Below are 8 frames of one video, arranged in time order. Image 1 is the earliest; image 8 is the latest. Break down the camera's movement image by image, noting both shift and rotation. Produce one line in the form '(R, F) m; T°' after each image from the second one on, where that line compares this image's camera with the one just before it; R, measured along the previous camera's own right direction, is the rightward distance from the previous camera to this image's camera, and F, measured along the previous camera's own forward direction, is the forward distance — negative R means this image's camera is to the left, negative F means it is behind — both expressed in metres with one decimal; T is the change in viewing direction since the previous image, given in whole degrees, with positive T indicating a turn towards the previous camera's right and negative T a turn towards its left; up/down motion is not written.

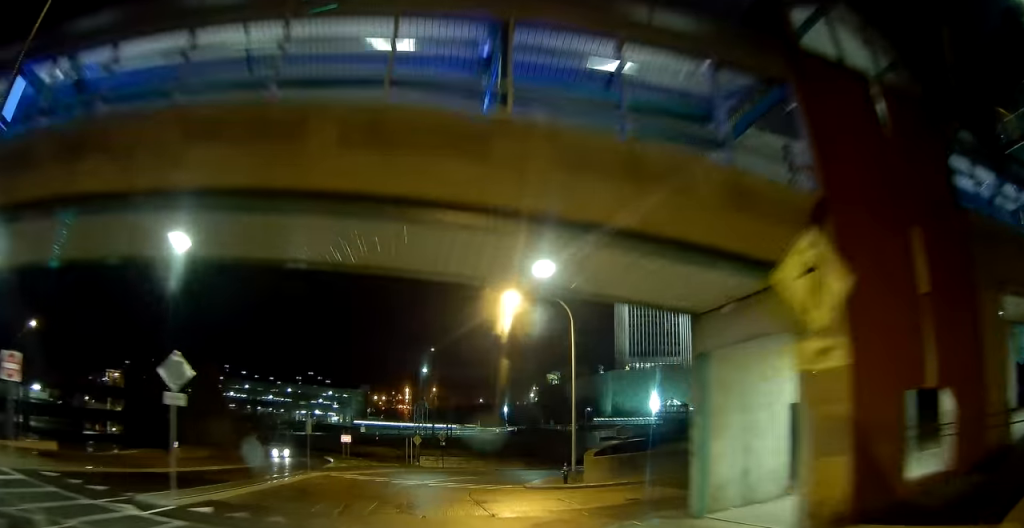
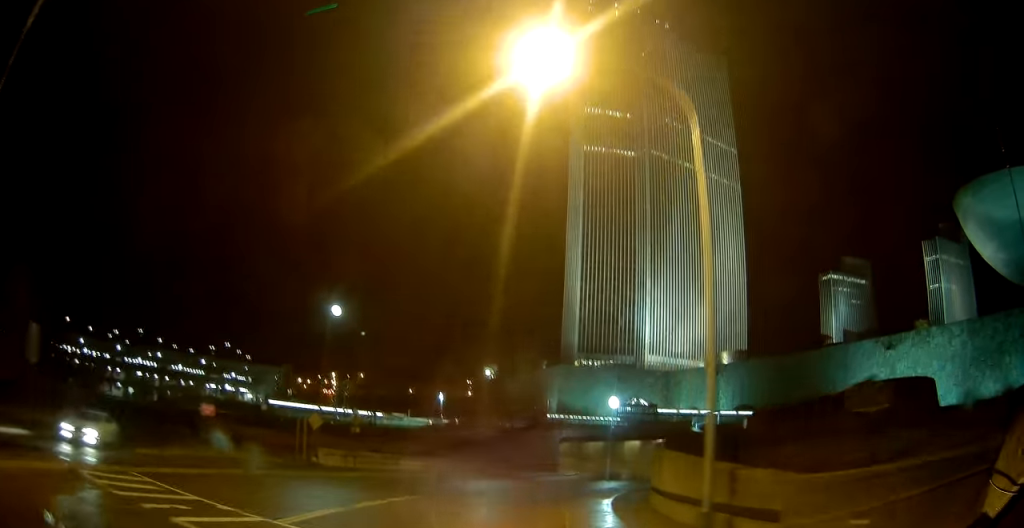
(+1.7, +21.4) m; +12°
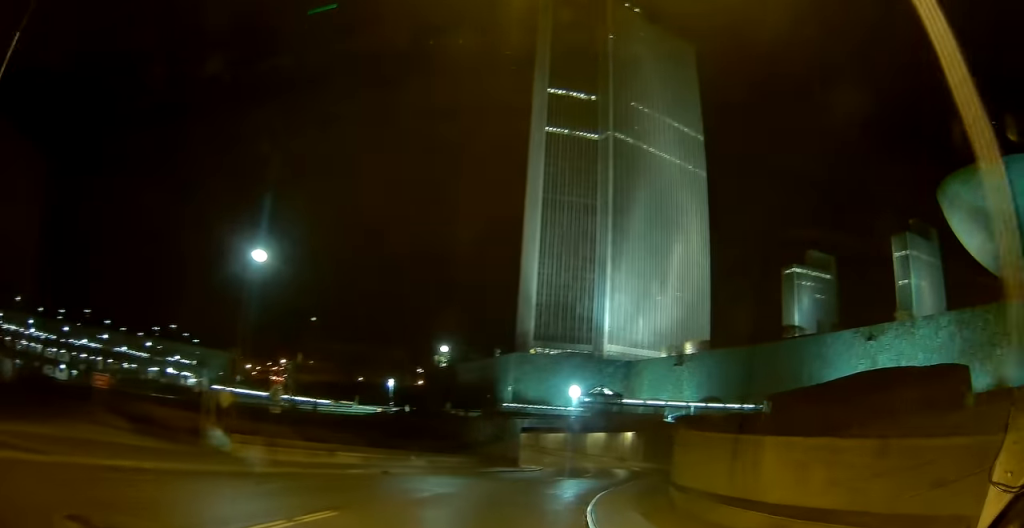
(+0.4, +8.4) m; +5°
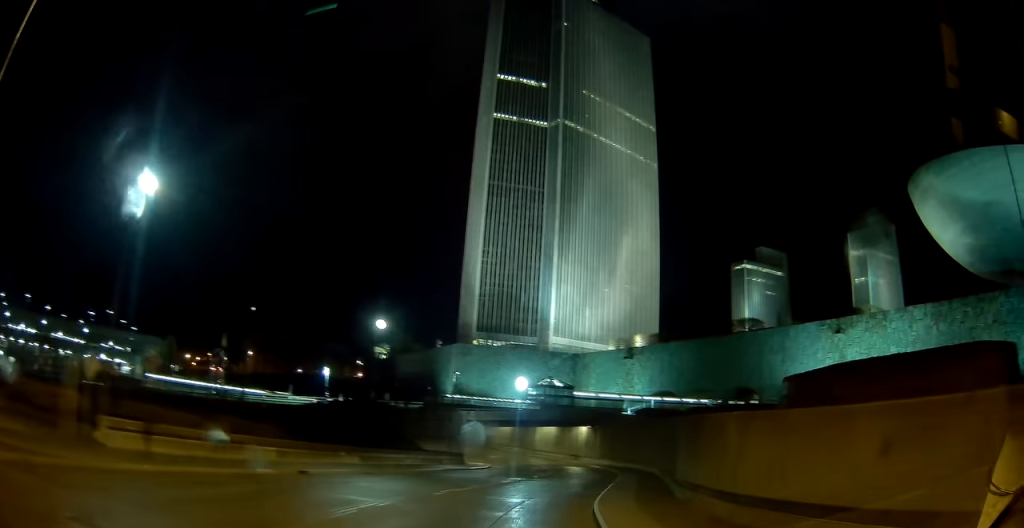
(+0.3, +7.6) m; +5°
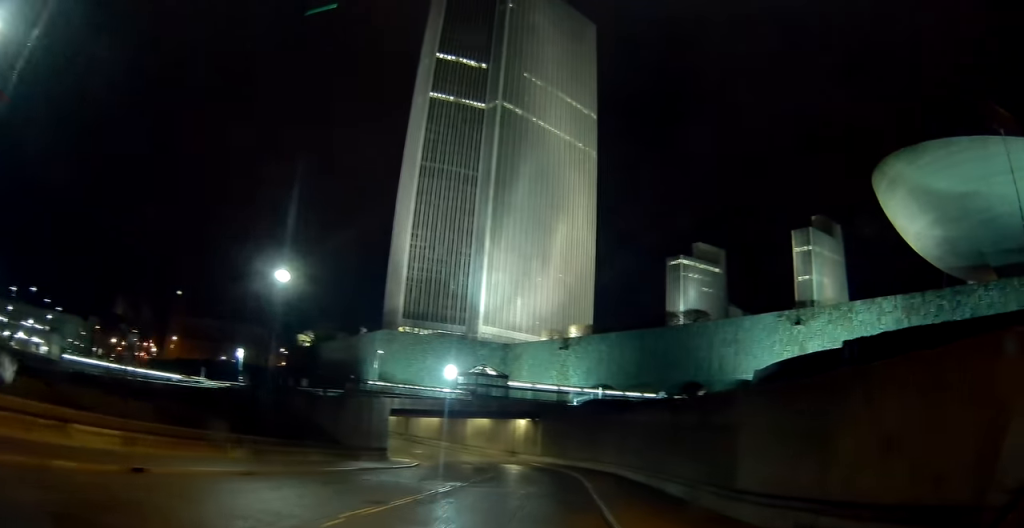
(+0.4, +9.8) m; +7°
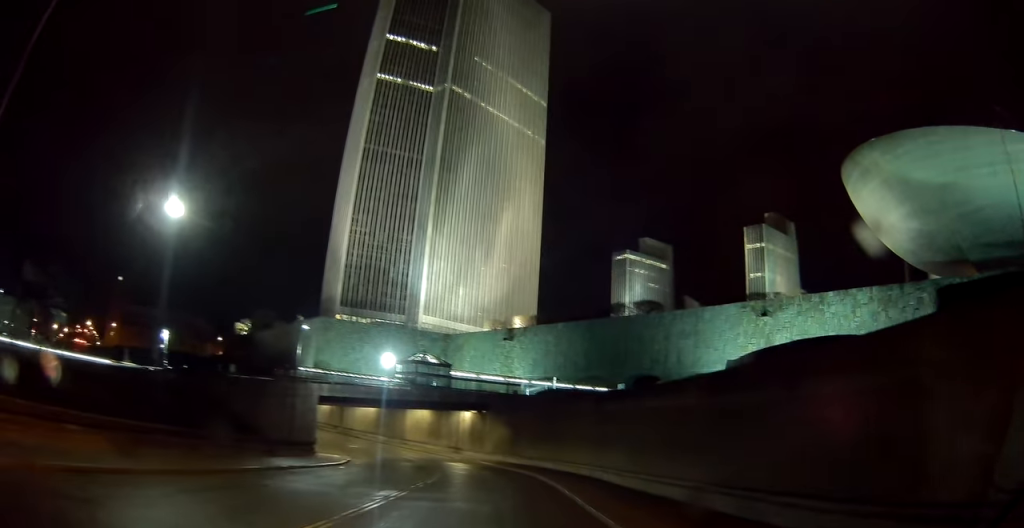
(+0.7, +8.2) m; +5°
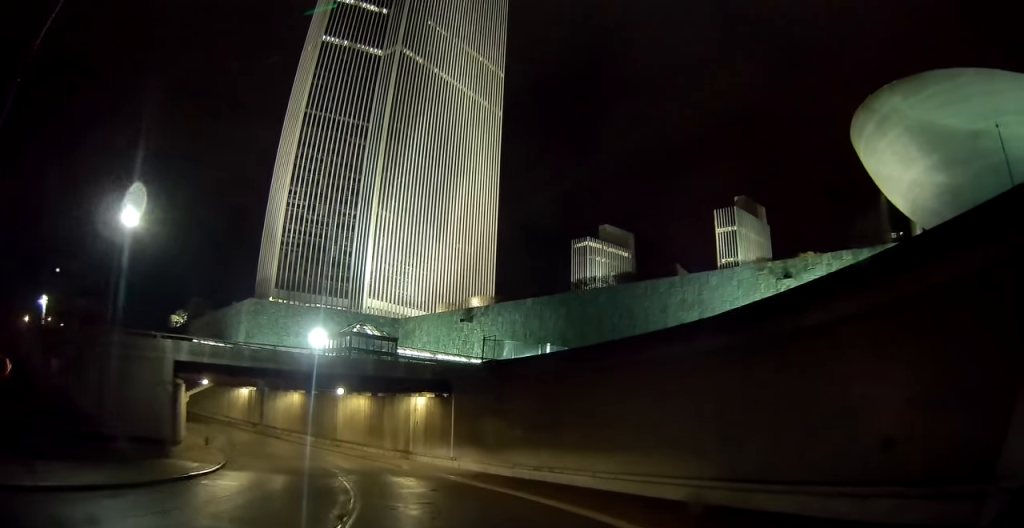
(+0.9, +22.9) m; +1°
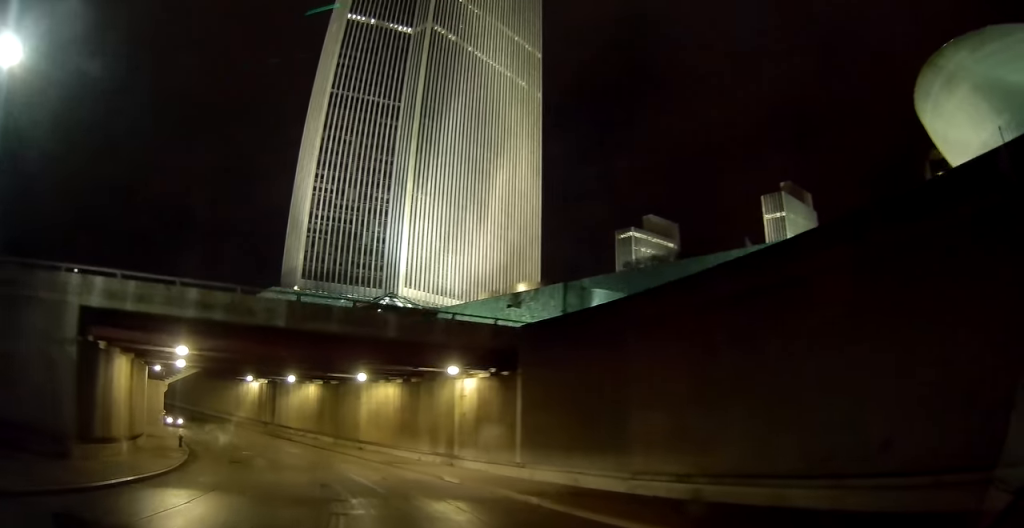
(-0.4, +13.7) m; -4°
